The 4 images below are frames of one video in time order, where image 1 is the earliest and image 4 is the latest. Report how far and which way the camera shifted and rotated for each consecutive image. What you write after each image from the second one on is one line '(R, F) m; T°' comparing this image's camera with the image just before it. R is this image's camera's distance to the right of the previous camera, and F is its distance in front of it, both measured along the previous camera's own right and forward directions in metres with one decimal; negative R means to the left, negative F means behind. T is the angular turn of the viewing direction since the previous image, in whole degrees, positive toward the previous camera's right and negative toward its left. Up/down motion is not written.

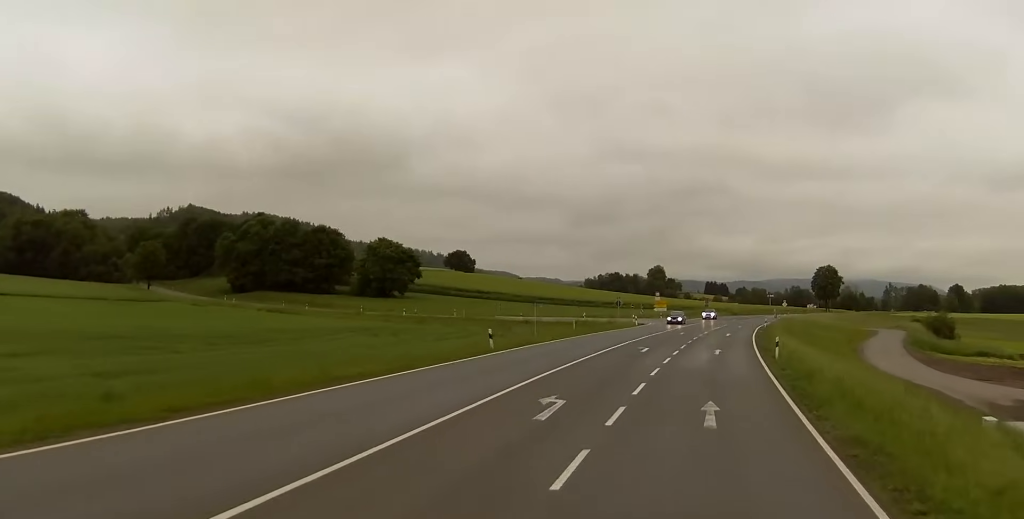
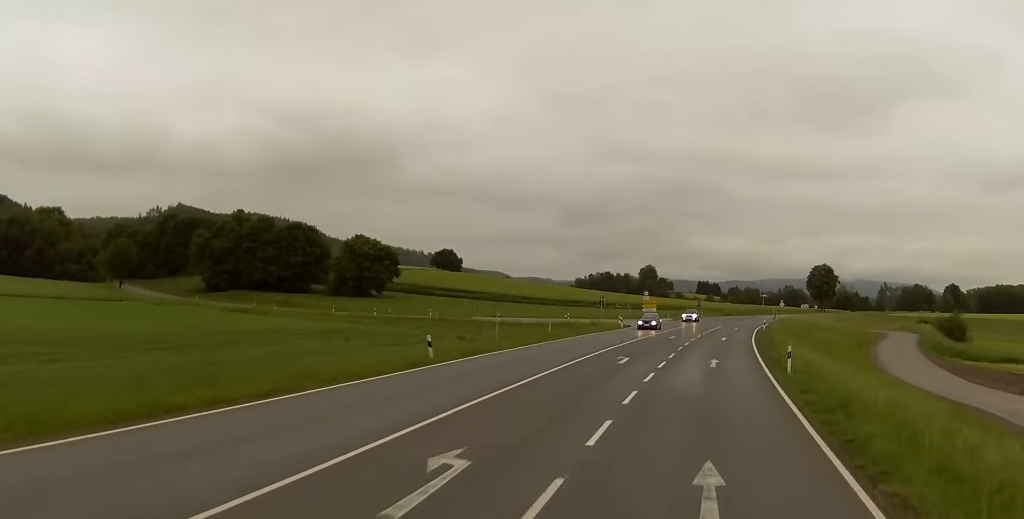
(0.0, +8.3) m; 0°
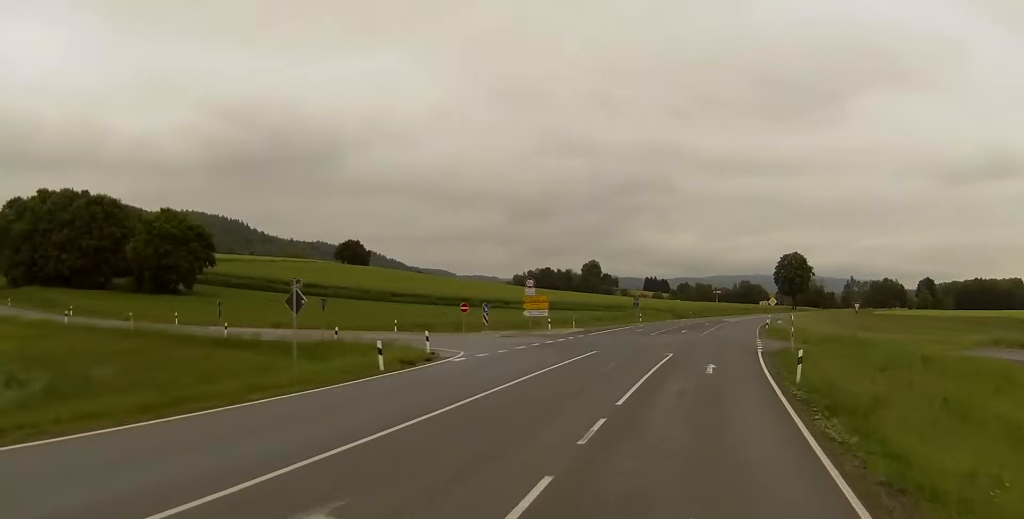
(+2.0, +54.1) m; +5°
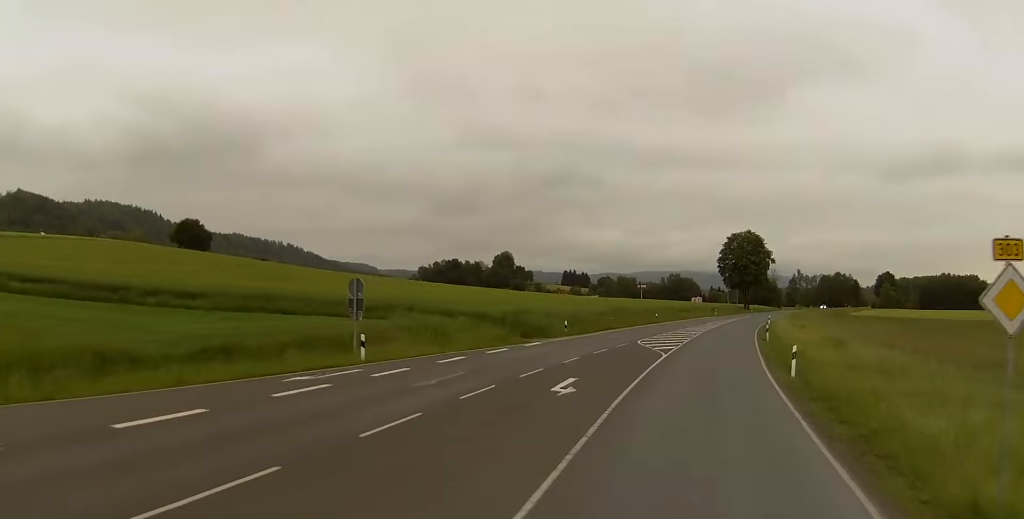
(+1.6, +72.3) m; +4°
